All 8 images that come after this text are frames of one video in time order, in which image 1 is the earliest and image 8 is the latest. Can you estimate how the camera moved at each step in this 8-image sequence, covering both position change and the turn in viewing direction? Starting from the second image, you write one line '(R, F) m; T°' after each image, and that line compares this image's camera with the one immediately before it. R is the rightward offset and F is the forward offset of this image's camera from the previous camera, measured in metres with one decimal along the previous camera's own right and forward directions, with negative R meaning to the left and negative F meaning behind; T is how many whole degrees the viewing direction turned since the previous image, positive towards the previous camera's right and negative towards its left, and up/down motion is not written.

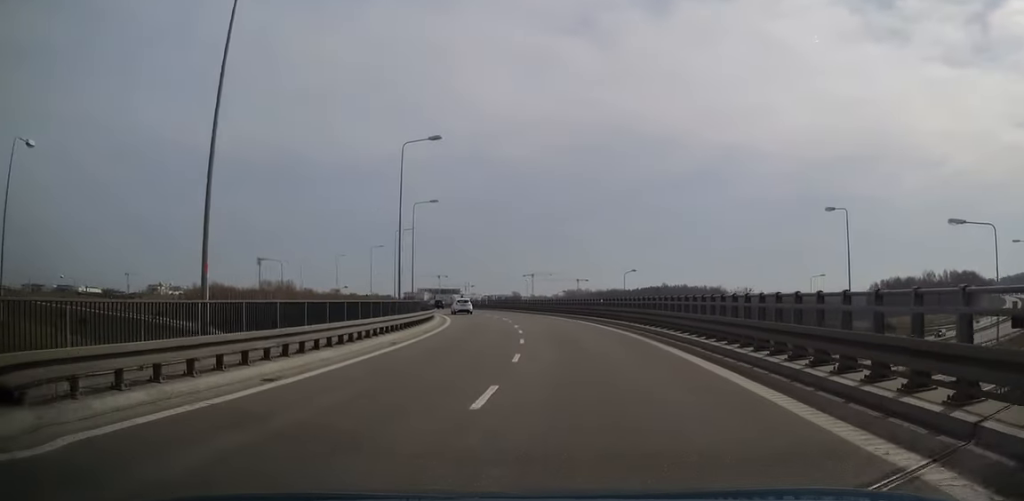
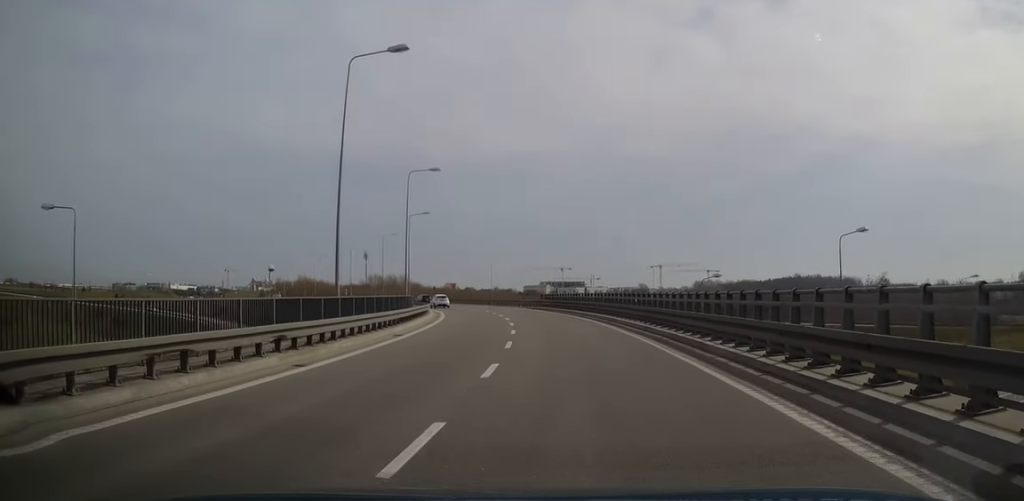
(-4.5, +38.6) m; -13°
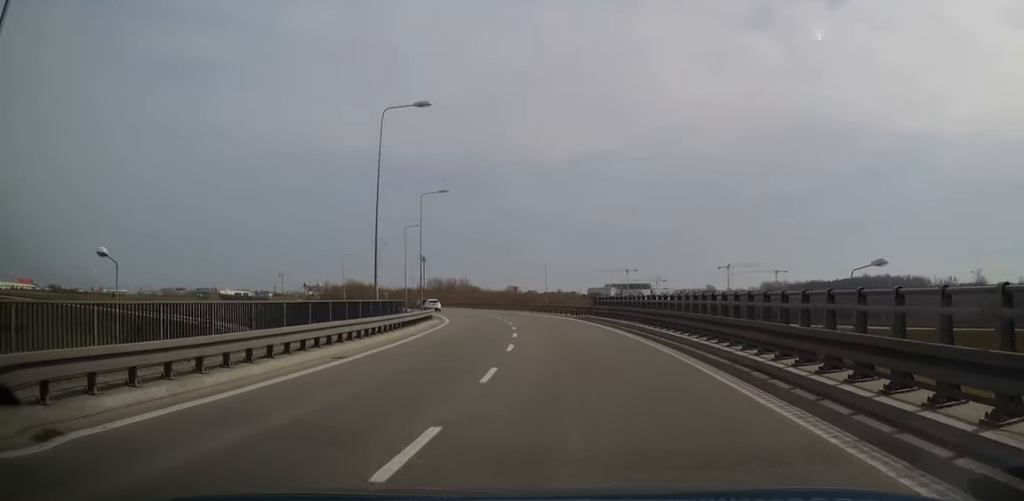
(-0.7, +18.1) m; -5°
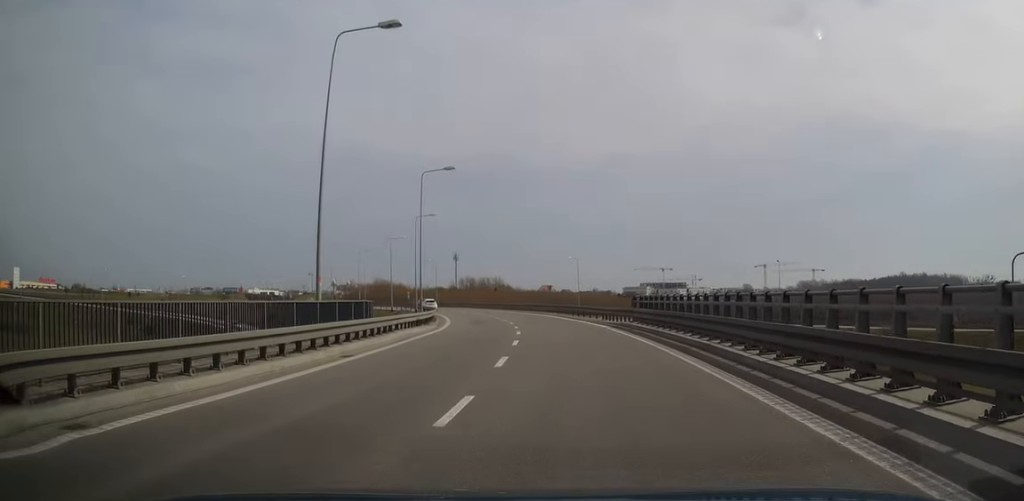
(-0.1, +9.7) m; -2°
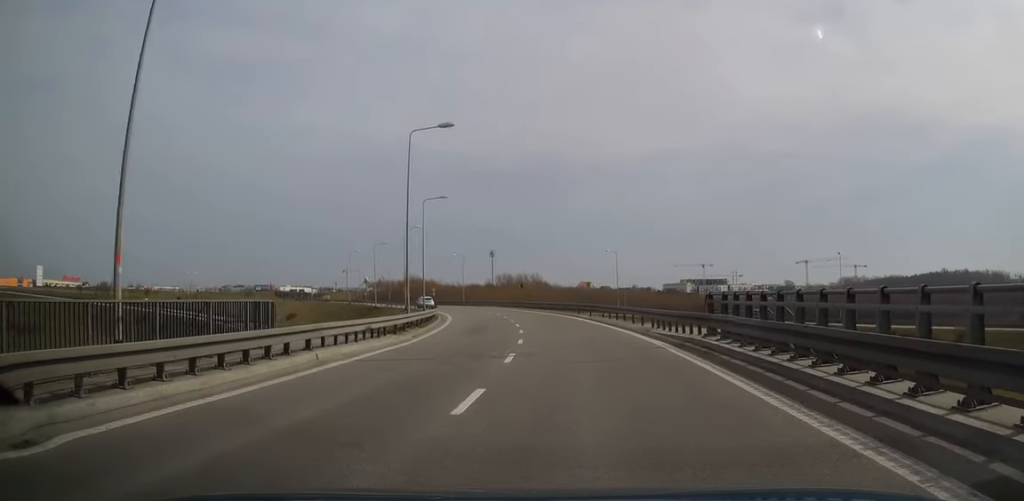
(-0.5, +11.2) m; -3°
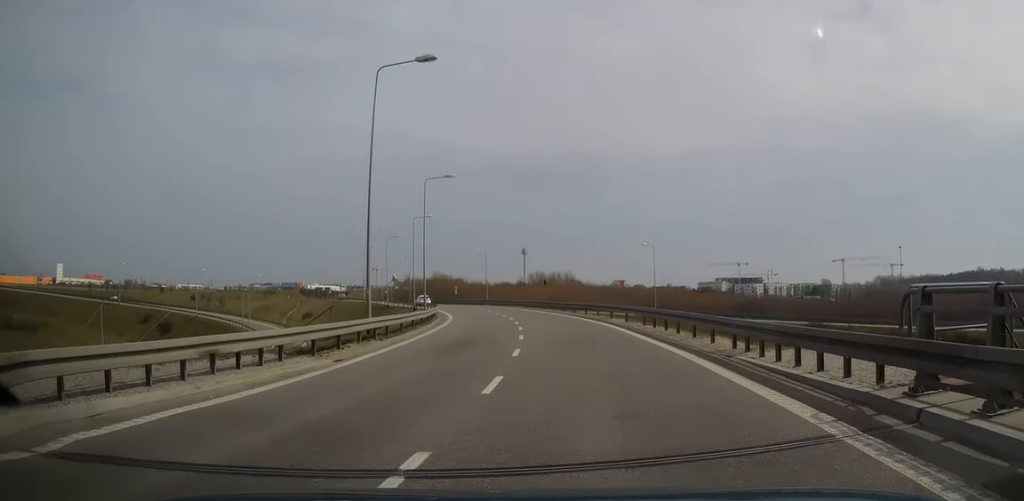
(-0.2, +10.0) m; -2°
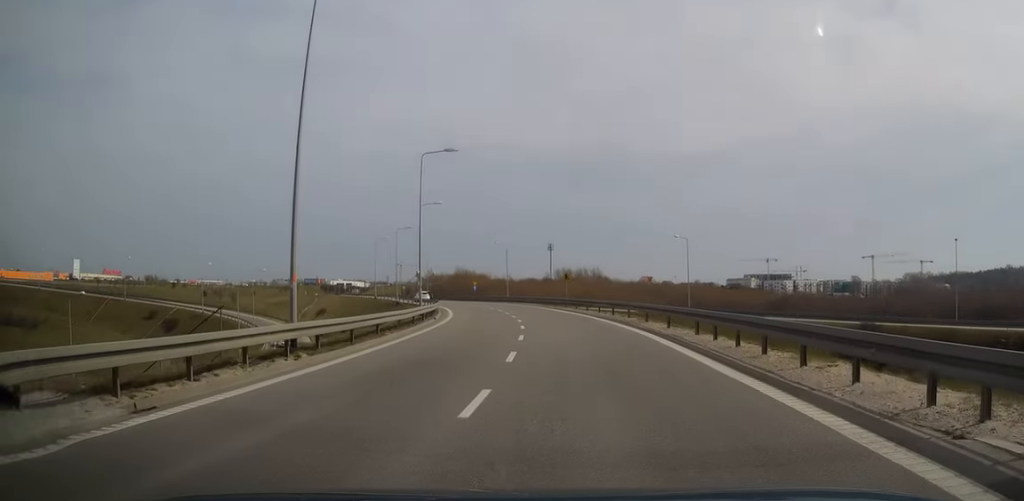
(0.0, +8.0) m; -2°
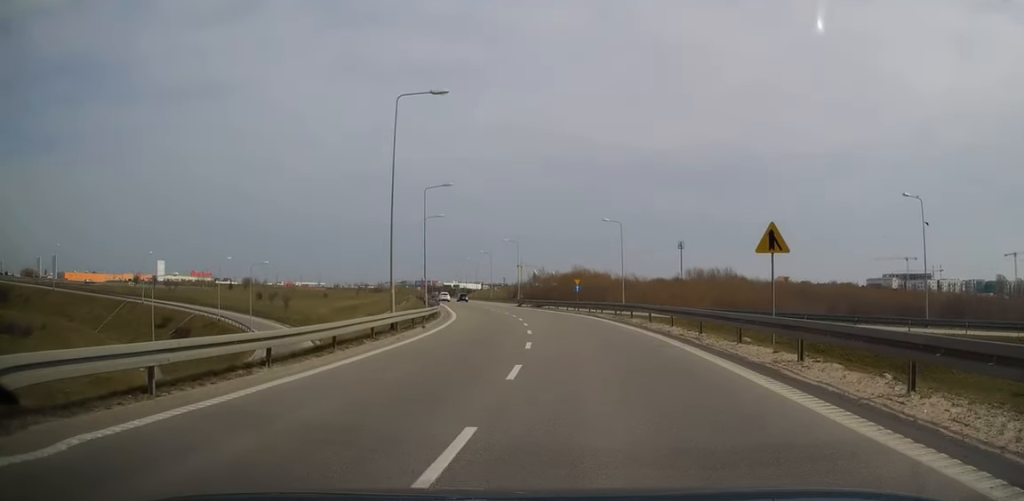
(-3.8, +38.0) m; -11°
